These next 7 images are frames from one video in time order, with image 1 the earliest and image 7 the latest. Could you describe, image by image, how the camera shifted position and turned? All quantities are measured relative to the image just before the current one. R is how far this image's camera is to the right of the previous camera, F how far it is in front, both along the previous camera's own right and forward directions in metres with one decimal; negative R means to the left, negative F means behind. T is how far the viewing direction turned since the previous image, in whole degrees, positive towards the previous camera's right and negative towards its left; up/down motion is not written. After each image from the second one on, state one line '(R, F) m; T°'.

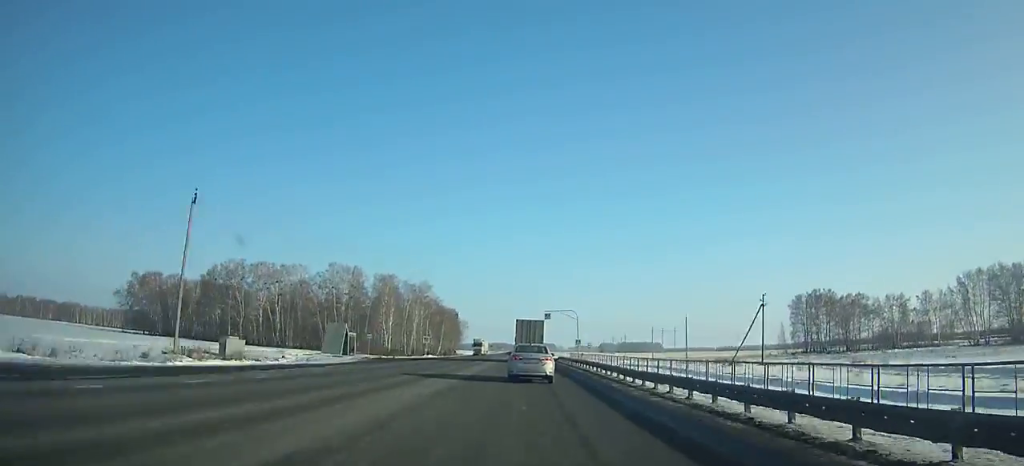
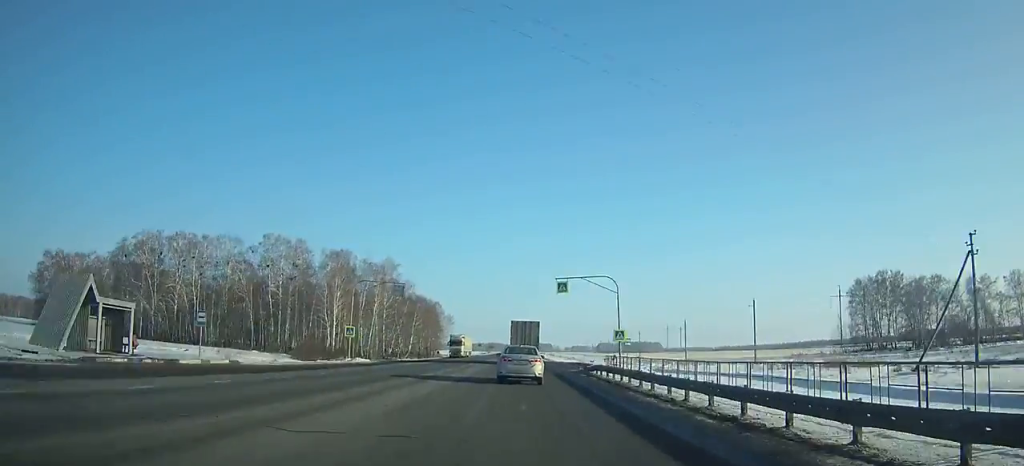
(0.0, +37.8) m; 0°
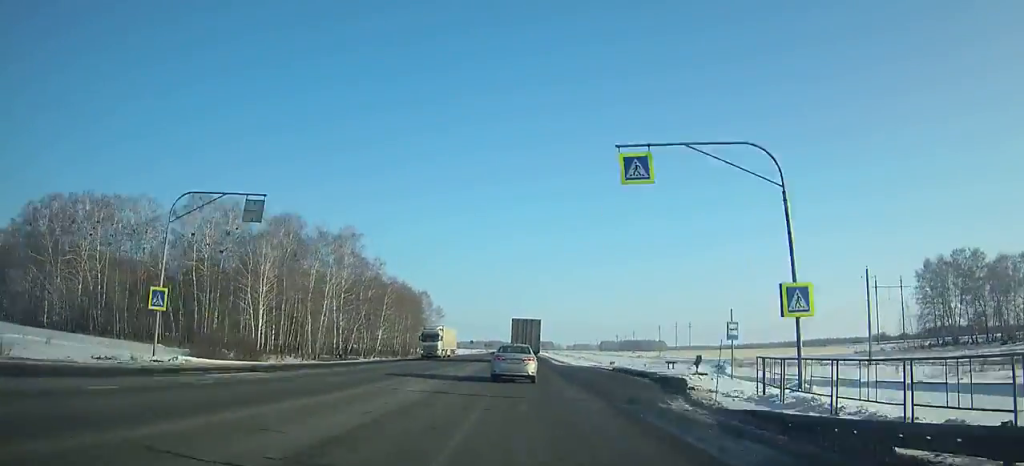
(0.0, +29.0) m; 0°
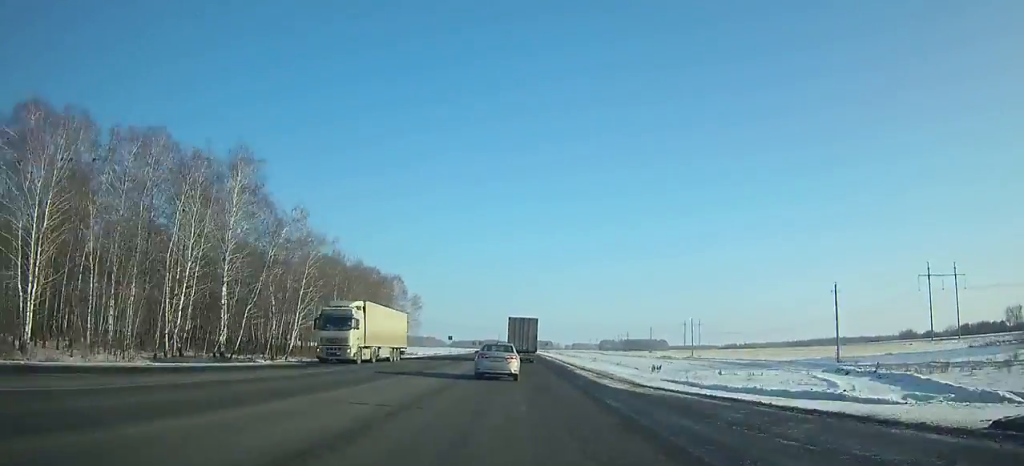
(0.0, +35.7) m; 0°
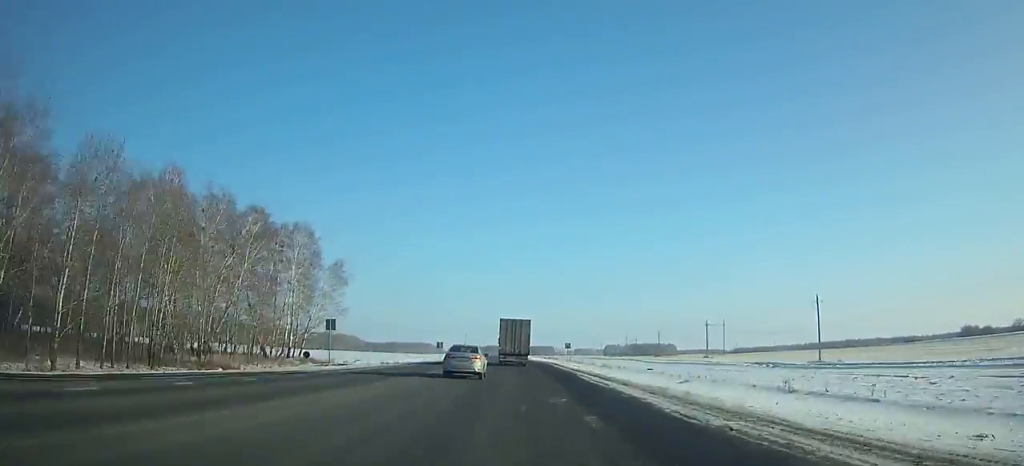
(0.0, +62.3) m; -1°
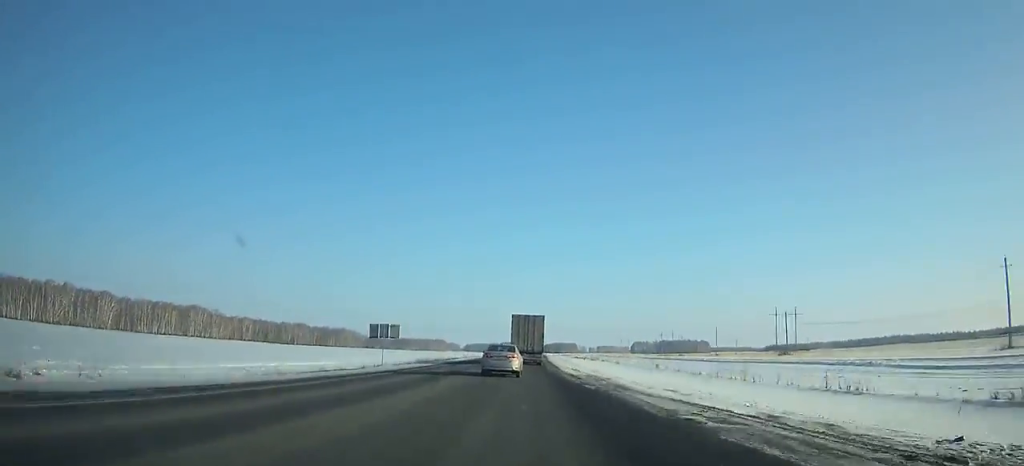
(-1.0, +90.3) m; 0°
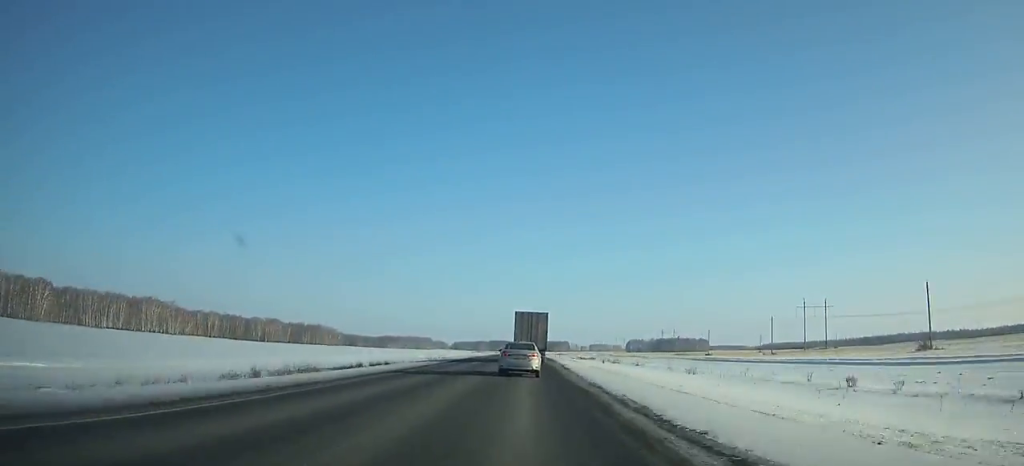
(0.0, +50.0) m; +1°
